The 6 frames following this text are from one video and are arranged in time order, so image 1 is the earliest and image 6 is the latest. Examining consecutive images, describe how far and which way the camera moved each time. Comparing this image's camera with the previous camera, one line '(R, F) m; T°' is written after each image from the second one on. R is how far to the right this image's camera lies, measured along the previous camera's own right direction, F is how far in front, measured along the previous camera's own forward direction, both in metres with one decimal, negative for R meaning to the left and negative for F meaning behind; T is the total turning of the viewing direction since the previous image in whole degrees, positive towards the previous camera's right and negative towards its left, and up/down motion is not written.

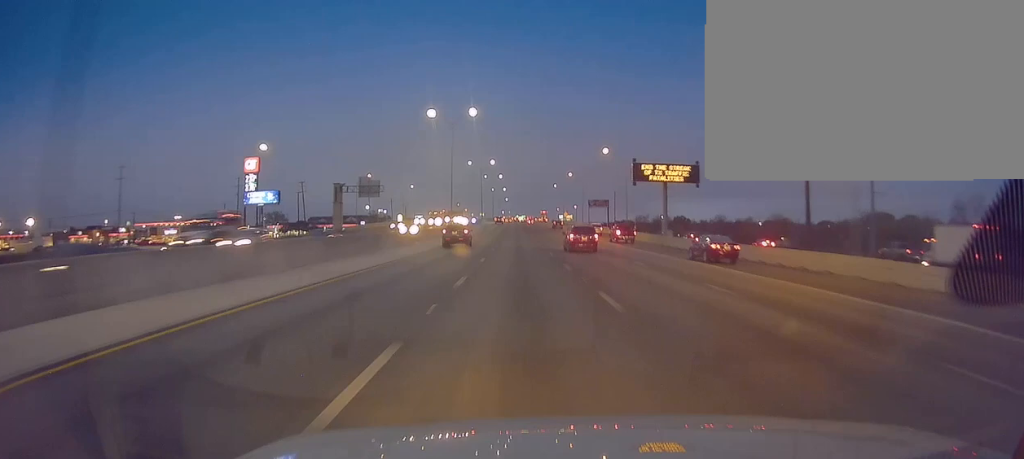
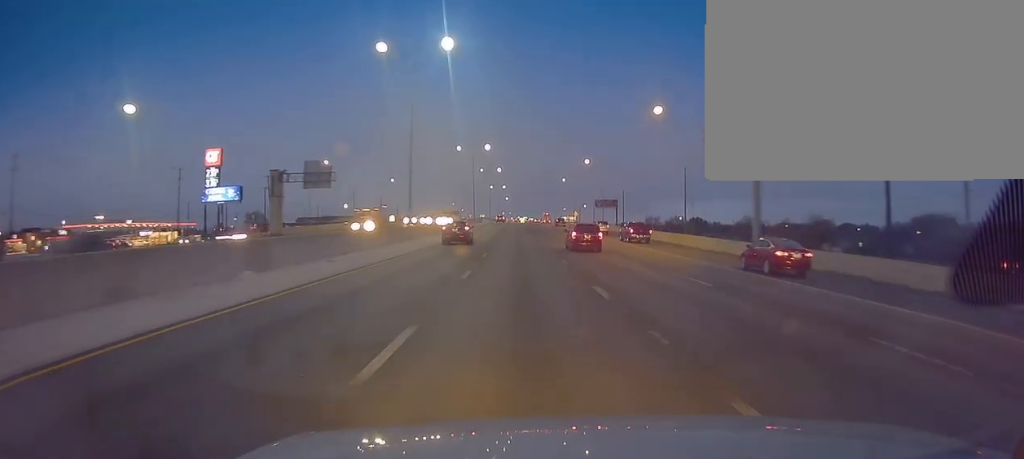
(-0.2, +33.9) m; 0°
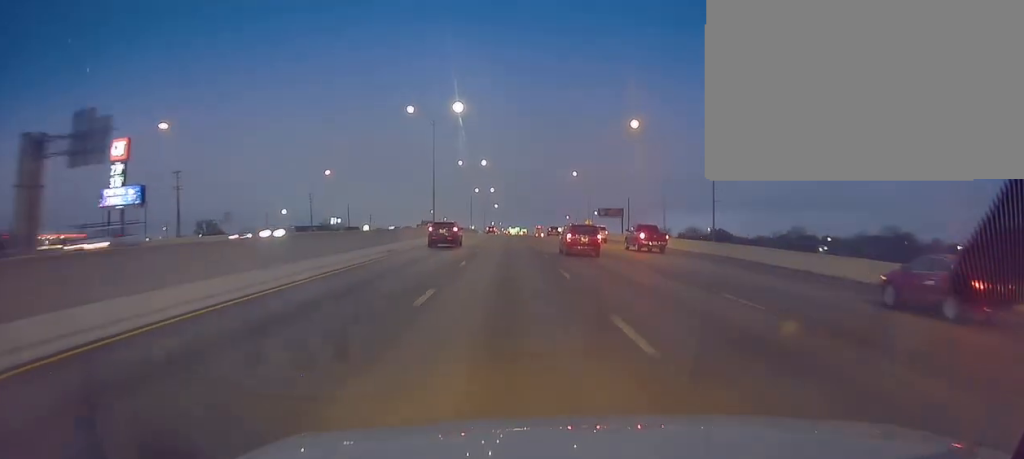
(+0.1, +51.2) m; +1°
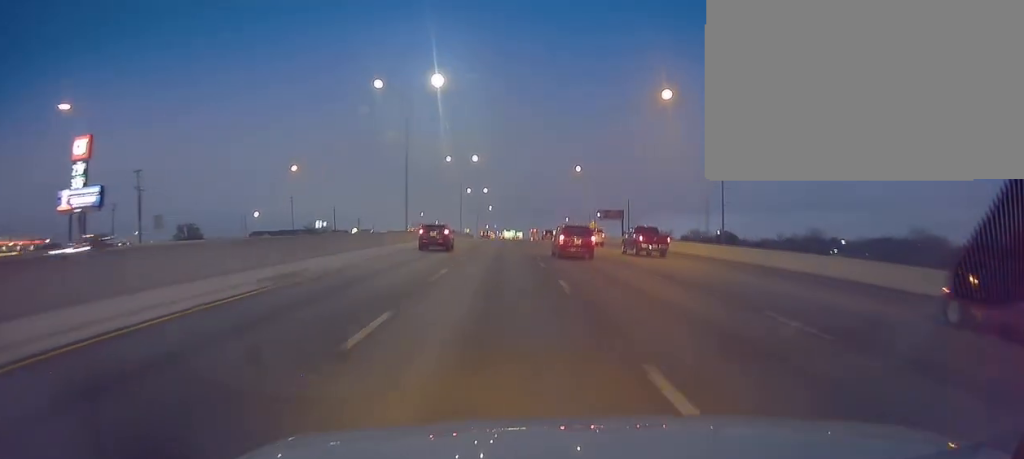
(0.0, +16.4) m; 0°
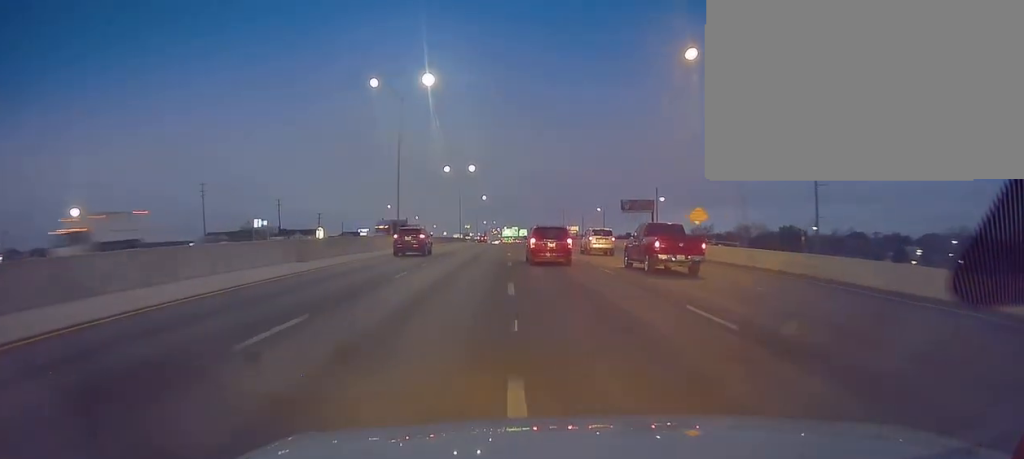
(+1.2, +73.5) m; +1°
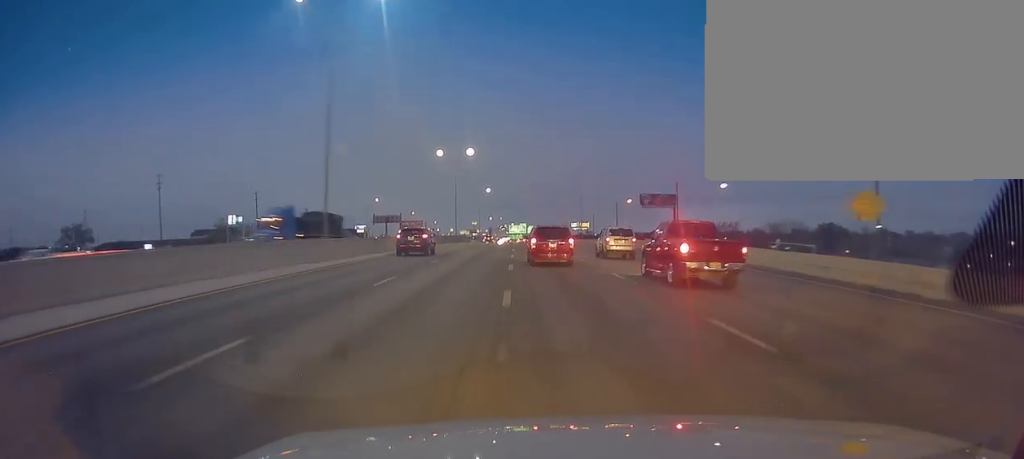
(-0.1, +28.9) m; 0°
